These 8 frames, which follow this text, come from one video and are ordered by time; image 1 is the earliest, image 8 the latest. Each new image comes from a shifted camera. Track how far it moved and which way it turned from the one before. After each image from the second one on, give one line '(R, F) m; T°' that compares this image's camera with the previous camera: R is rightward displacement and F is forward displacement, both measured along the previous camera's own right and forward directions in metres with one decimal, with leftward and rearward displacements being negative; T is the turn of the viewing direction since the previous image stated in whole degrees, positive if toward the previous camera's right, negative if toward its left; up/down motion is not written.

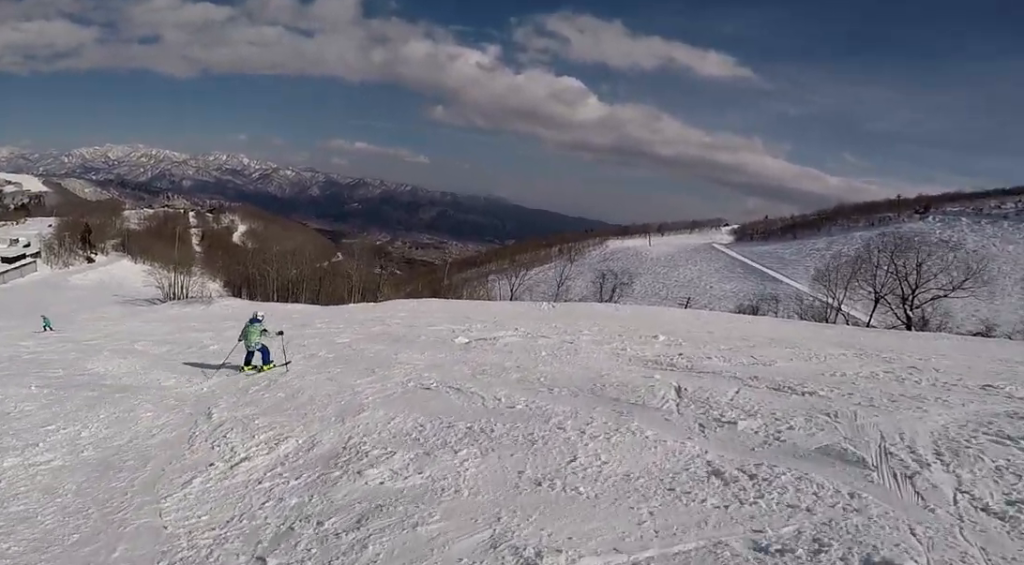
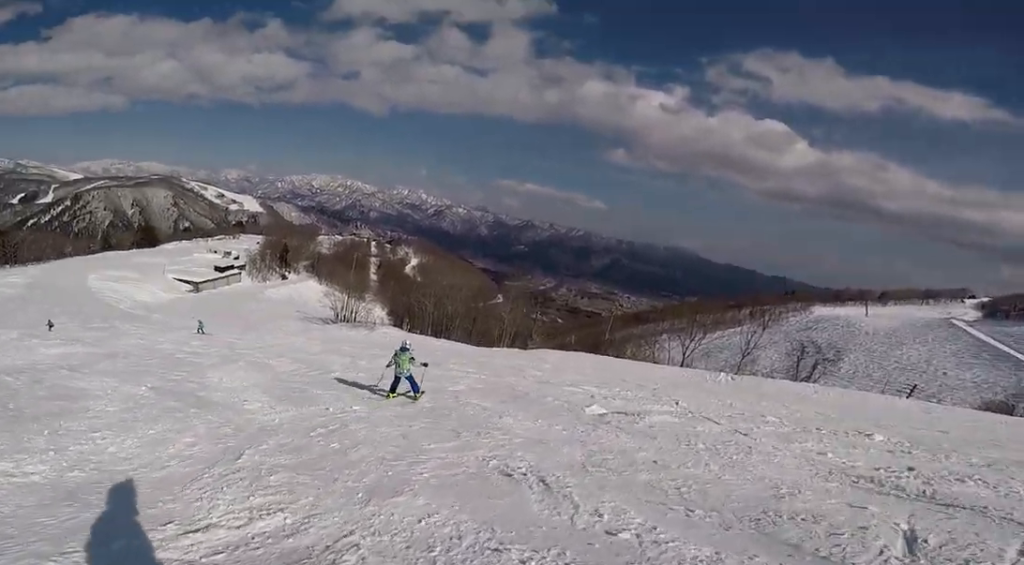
(-0.6, +1.6) m; -29°
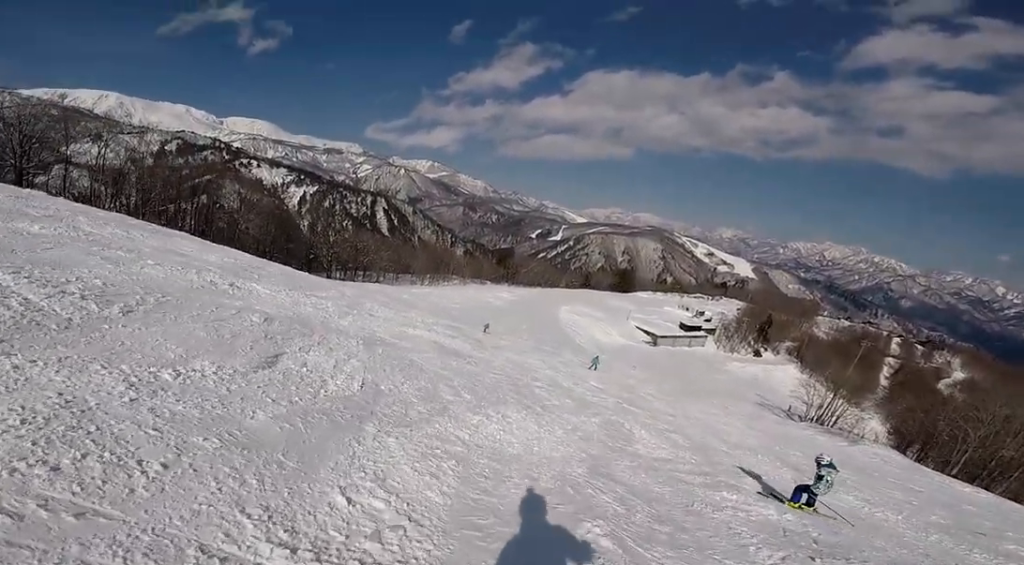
(-3.4, +4.3) m; -56°
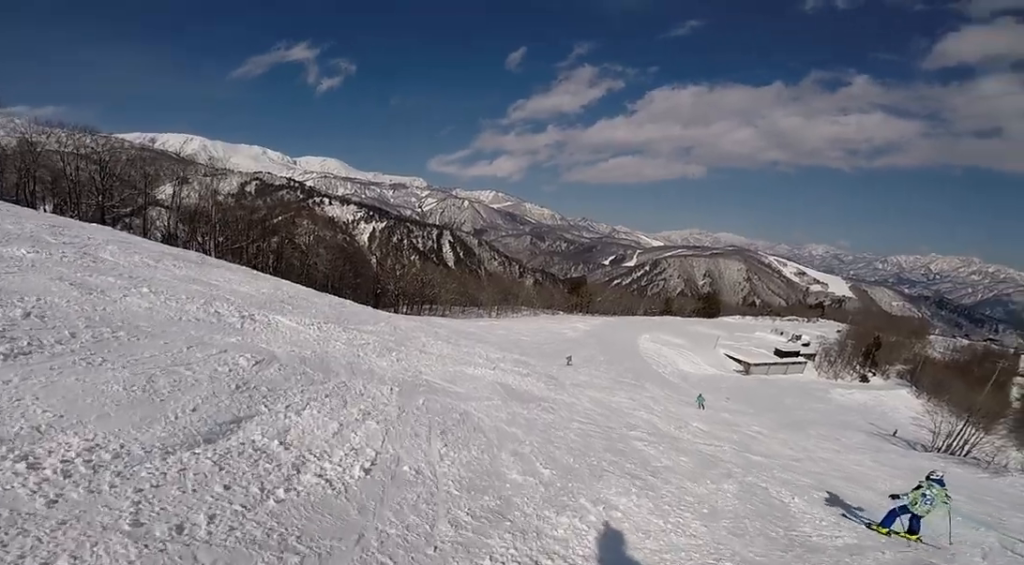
(+0.2, +2.3) m; -10°
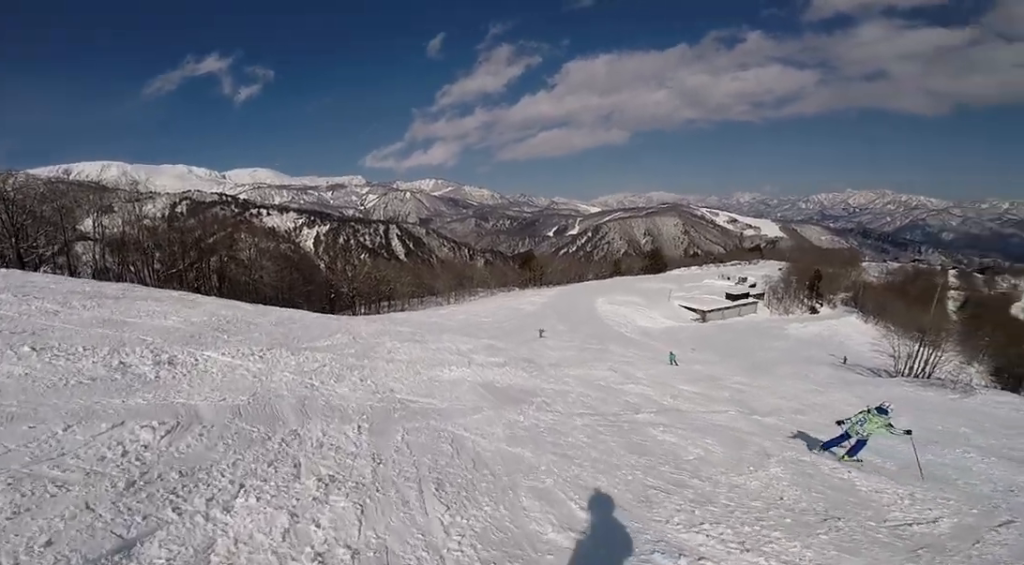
(-0.3, +1.7) m; -2°
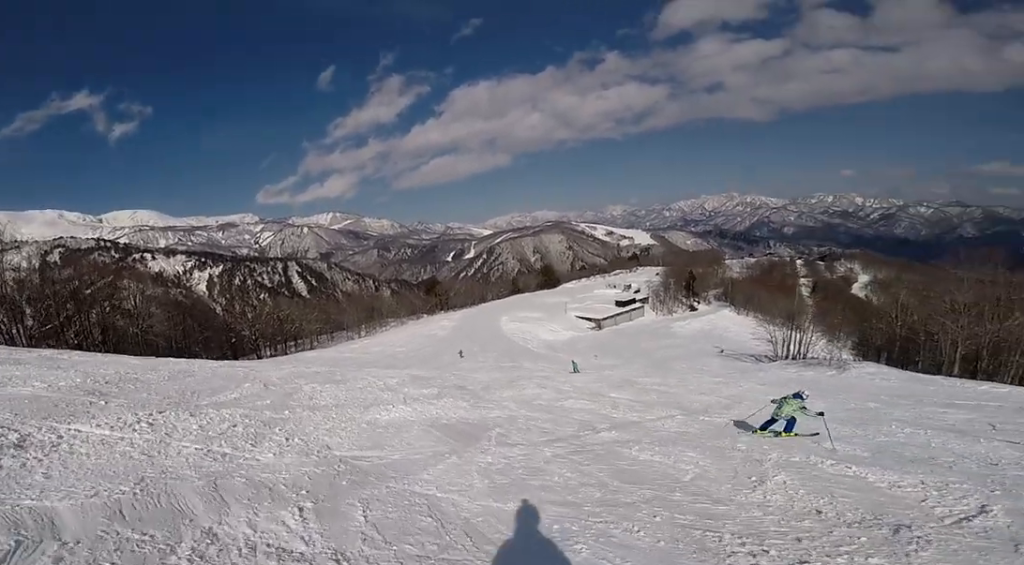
(-0.5, +1.5) m; 0°
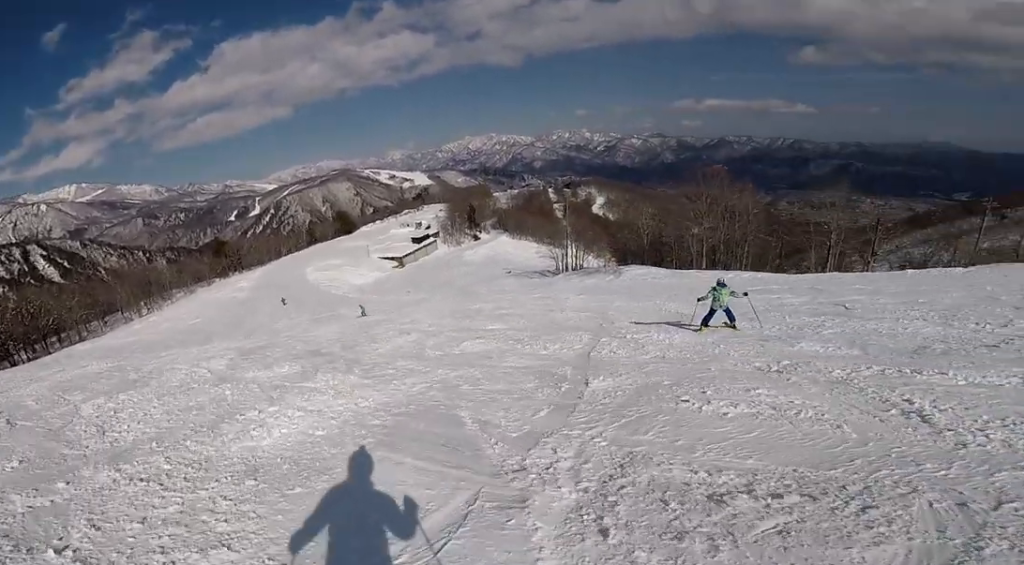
(+0.8, +3.6) m; +38°
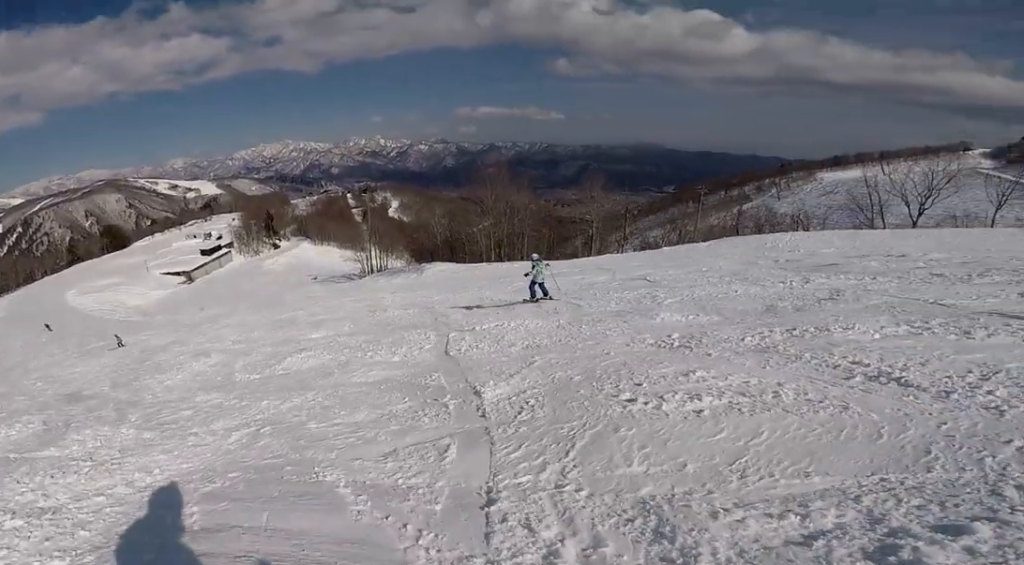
(+0.6, +1.4) m; +27°
